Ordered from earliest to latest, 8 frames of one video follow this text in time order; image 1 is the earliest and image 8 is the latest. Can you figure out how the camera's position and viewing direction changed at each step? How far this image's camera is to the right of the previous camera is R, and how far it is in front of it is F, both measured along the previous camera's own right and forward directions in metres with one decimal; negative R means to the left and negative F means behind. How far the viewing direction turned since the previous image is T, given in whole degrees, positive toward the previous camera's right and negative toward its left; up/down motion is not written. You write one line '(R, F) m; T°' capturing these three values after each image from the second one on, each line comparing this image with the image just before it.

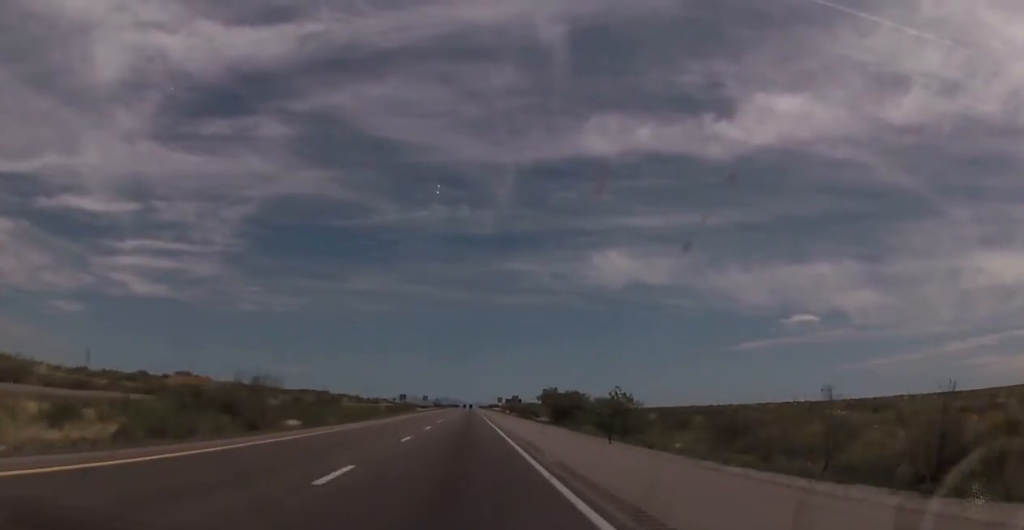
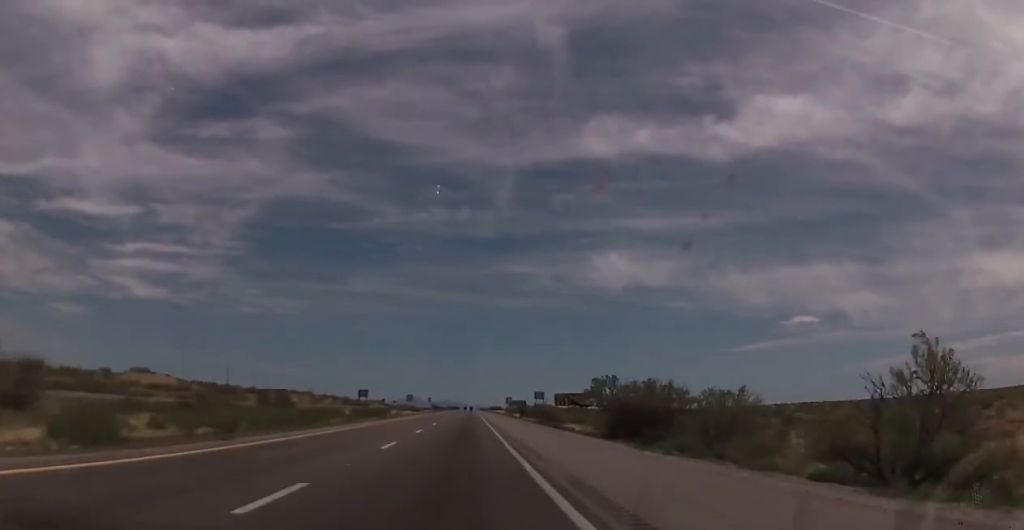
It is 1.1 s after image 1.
(+0.7, +39.9) m; +1°
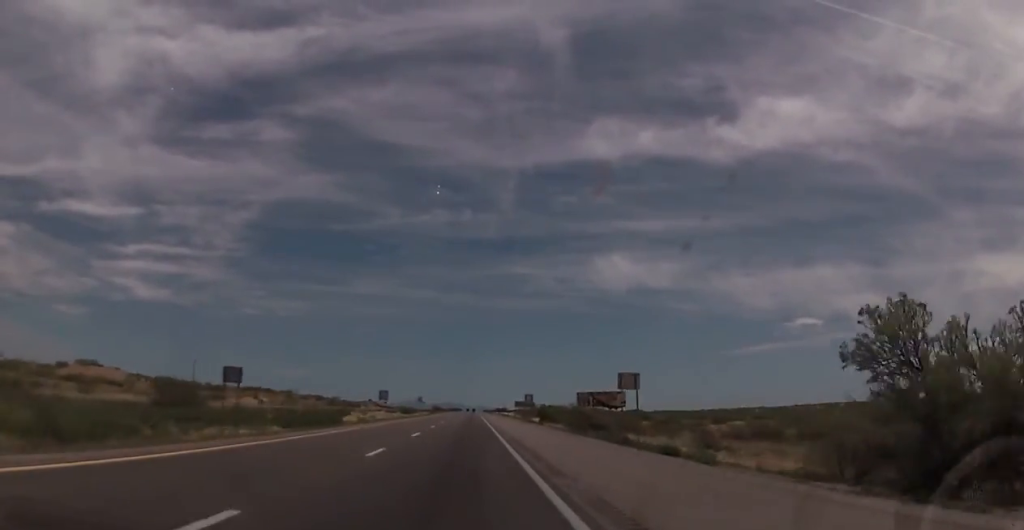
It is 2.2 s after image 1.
(-0.2, +39.8) m; -1°
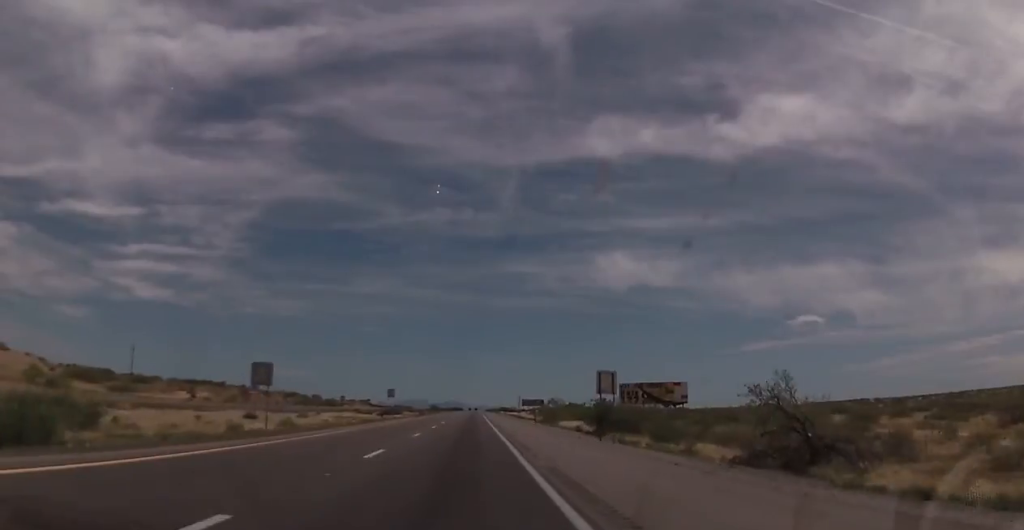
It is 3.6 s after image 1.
(-0.1, +49.2) m; 0°
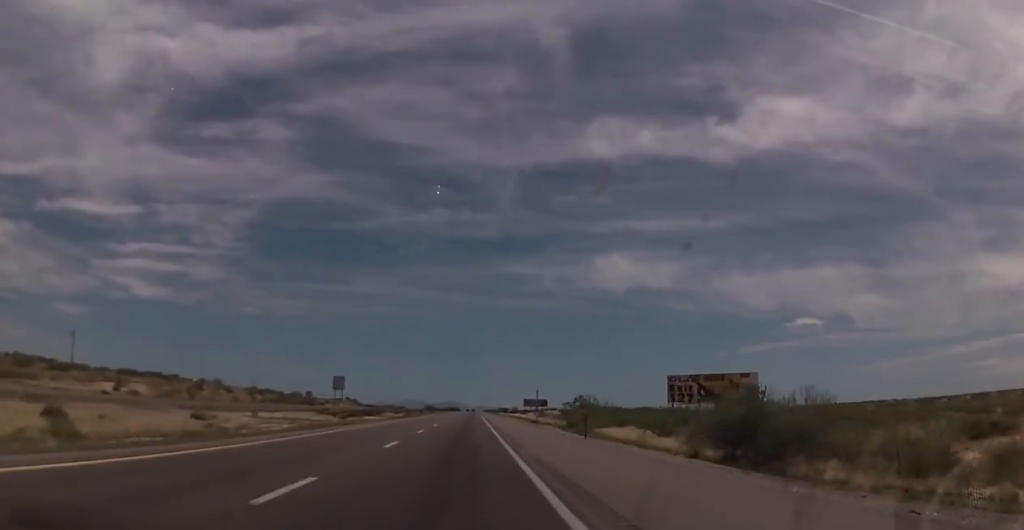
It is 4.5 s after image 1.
(+0.2, +32.4) m; 0°
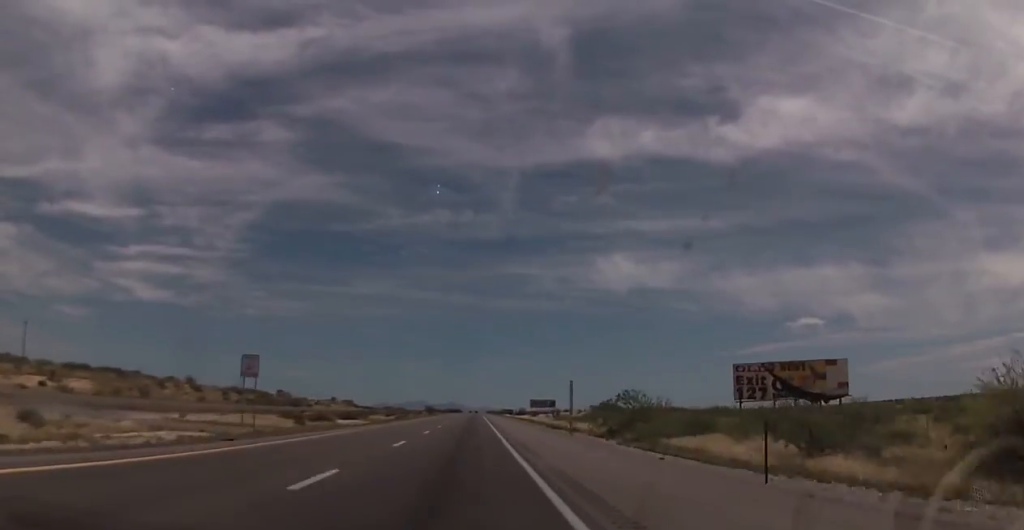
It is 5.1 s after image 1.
(0.0, +22.9) m; 0°
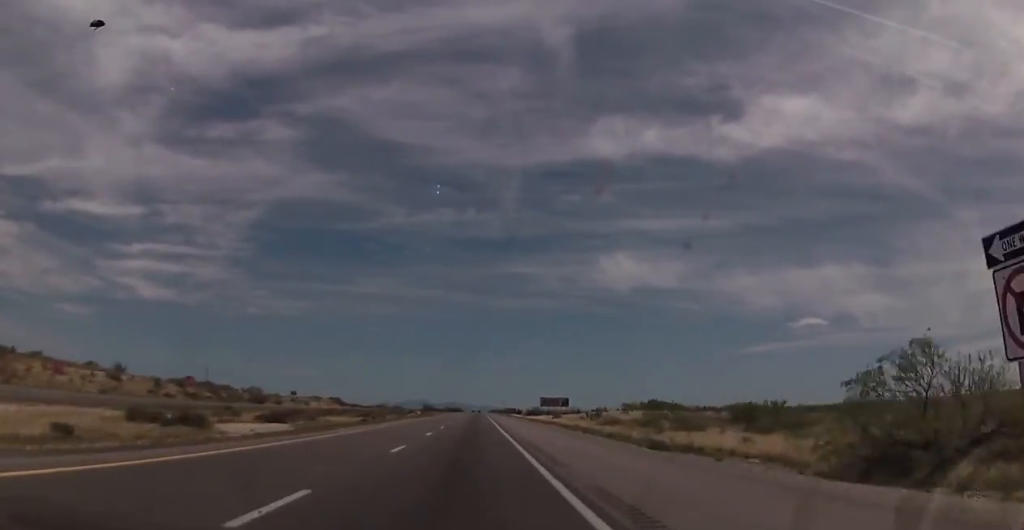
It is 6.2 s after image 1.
(-0.5, +39.8) m; -1°
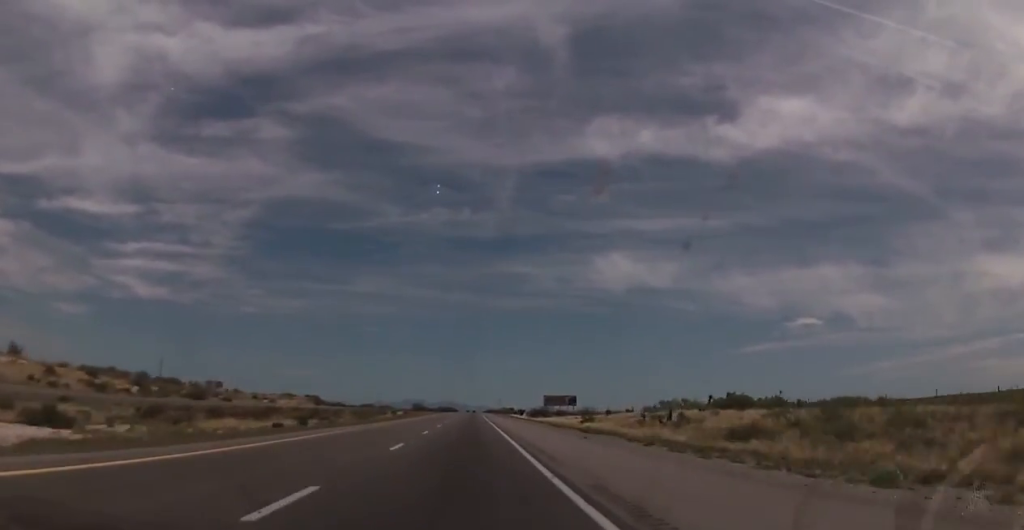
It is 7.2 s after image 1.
(+0.1, +36.2) m; +1°
